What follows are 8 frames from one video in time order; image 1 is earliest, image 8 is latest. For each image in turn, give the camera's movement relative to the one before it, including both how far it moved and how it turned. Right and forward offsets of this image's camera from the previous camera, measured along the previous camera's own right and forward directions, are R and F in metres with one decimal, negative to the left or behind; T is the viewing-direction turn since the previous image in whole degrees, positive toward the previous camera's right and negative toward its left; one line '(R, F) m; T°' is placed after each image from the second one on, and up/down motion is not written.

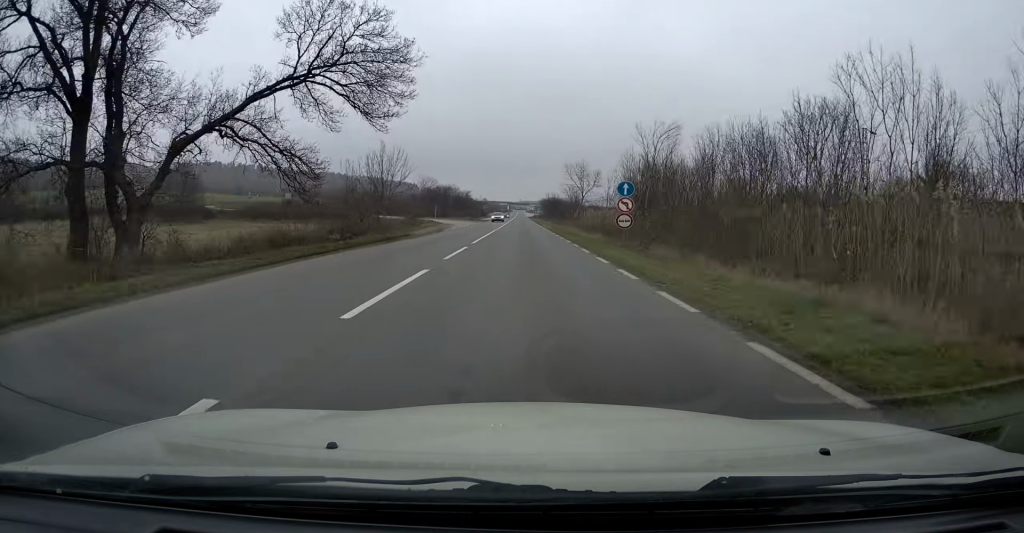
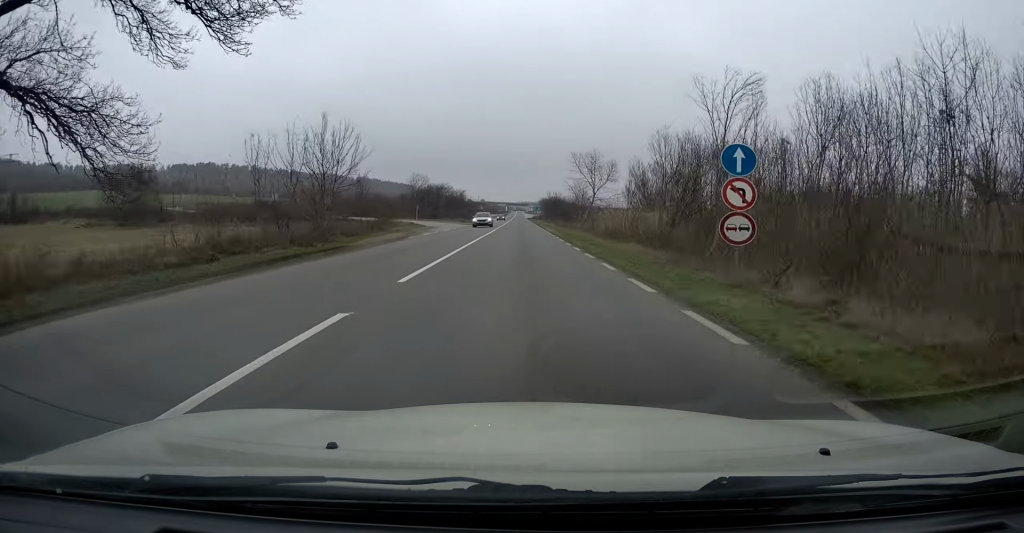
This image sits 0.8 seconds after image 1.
(+0.1, +13.8) m; +1°
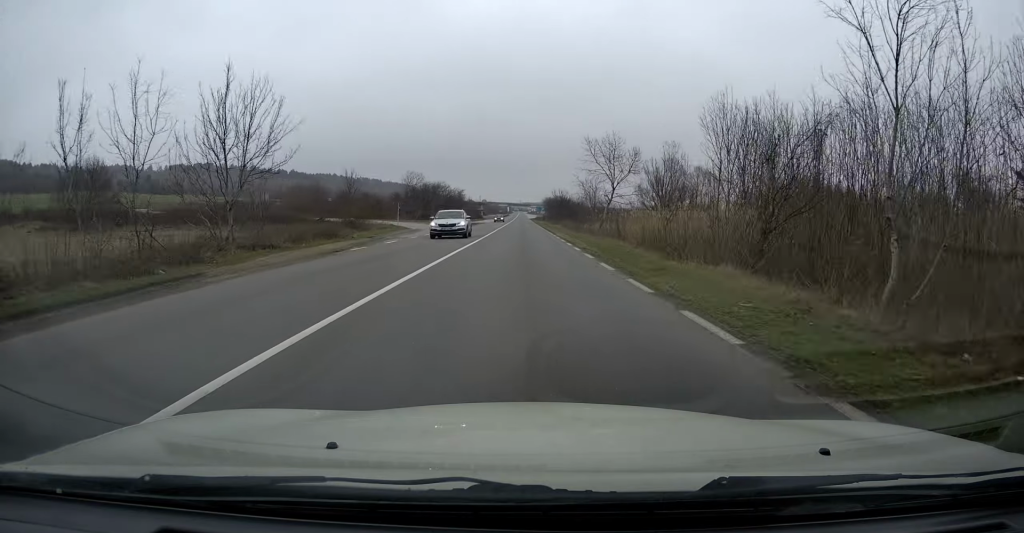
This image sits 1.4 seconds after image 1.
(+0.1, +12.2) m; 0°
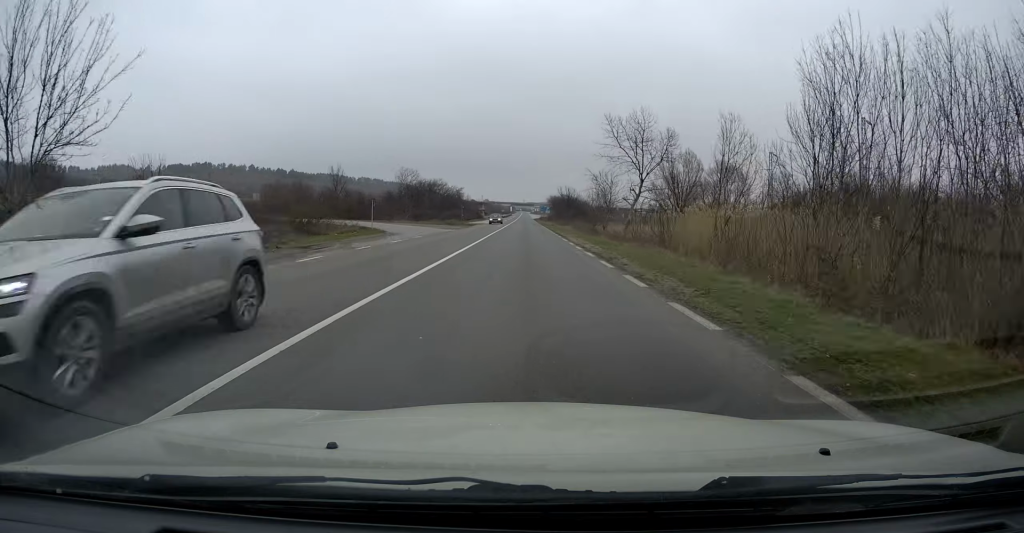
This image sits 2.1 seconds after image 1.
(+0.2, +11.7) m; 0°
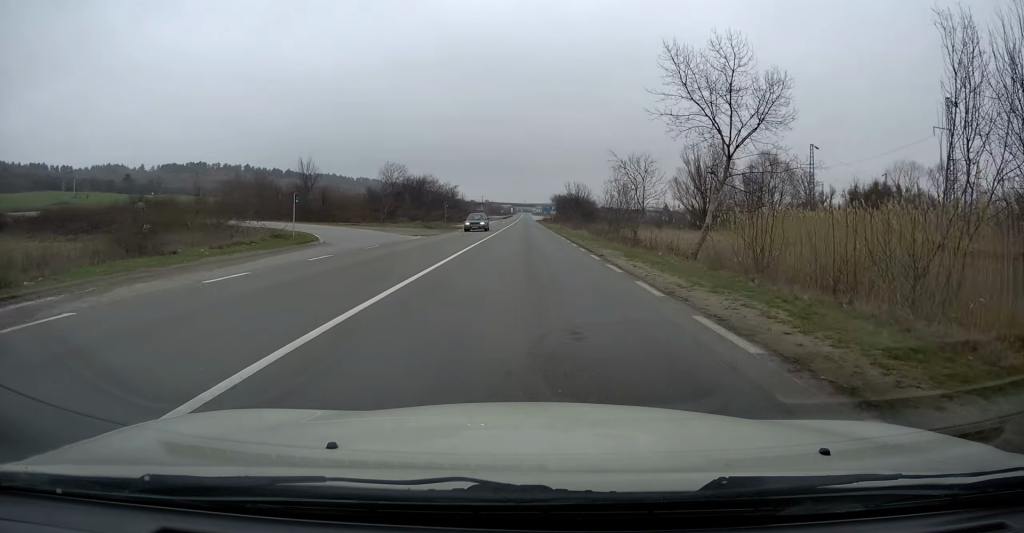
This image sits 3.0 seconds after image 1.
(-0.4, +18.2) m; -1°
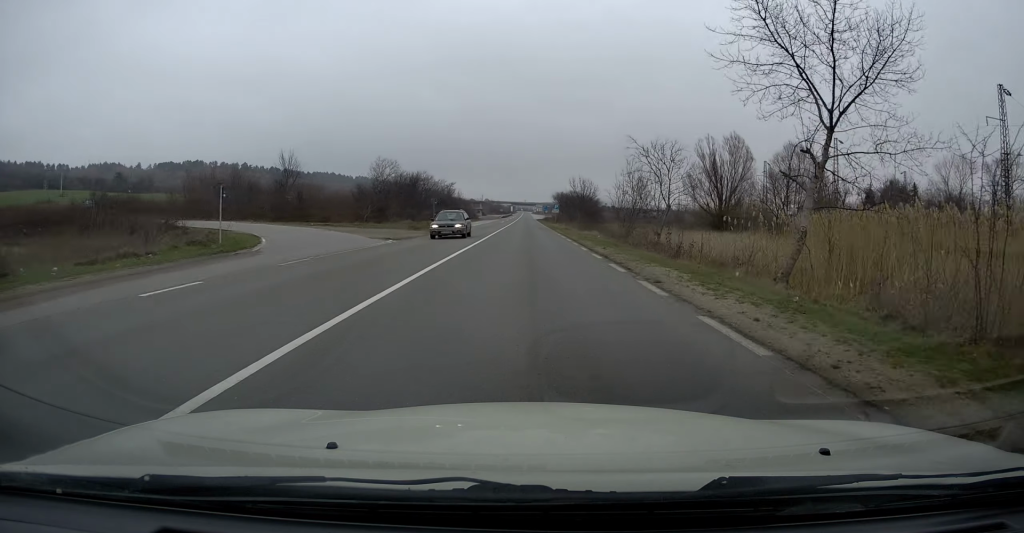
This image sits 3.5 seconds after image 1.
(0.0, +9.0) m; 0°
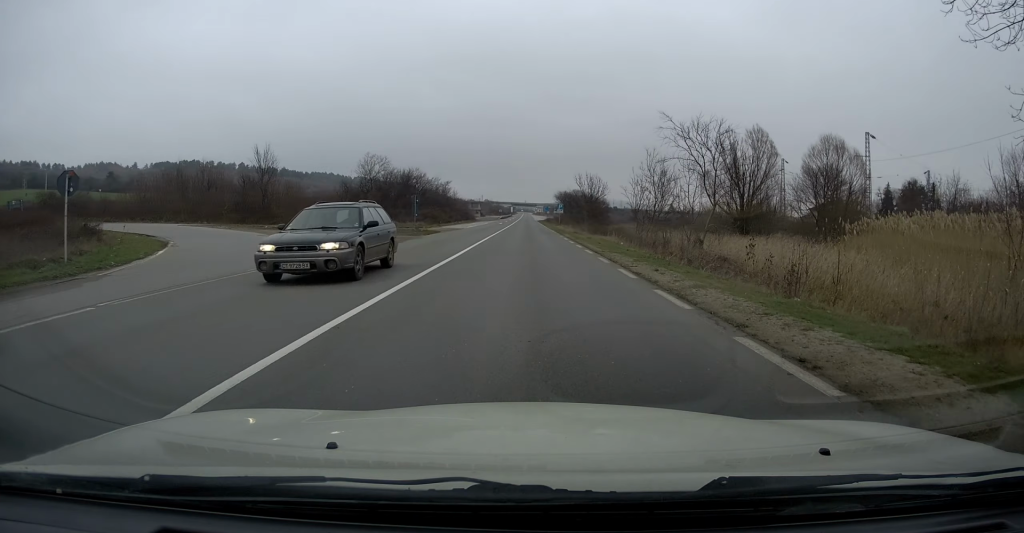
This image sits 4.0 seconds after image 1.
(0.0, +10.3) m; 0°
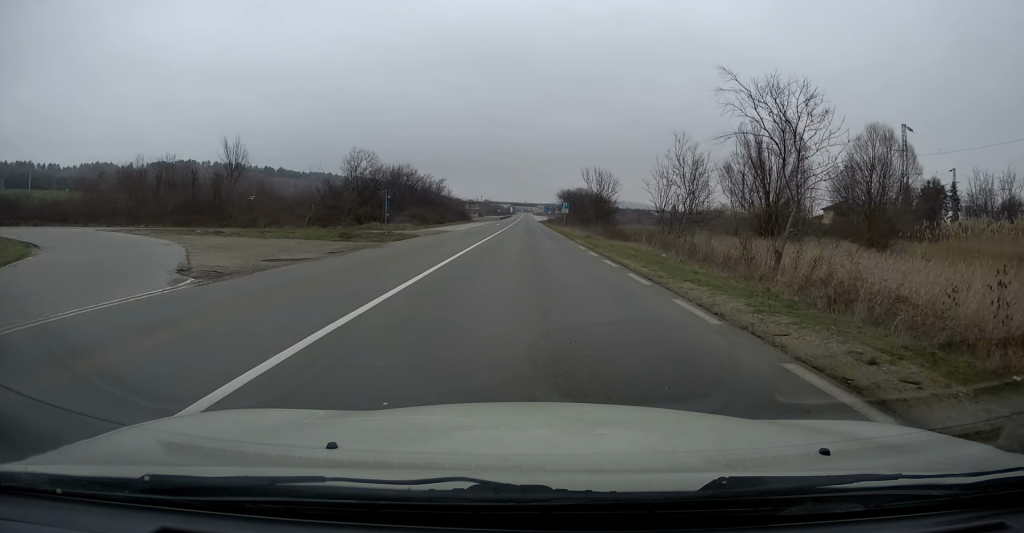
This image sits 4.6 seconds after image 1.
(0.0, +8.7) m; 0°
